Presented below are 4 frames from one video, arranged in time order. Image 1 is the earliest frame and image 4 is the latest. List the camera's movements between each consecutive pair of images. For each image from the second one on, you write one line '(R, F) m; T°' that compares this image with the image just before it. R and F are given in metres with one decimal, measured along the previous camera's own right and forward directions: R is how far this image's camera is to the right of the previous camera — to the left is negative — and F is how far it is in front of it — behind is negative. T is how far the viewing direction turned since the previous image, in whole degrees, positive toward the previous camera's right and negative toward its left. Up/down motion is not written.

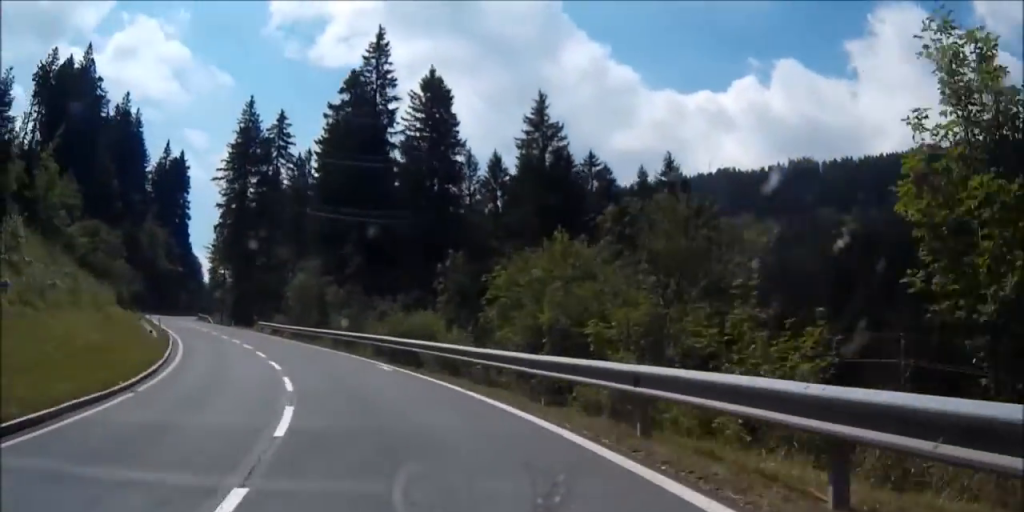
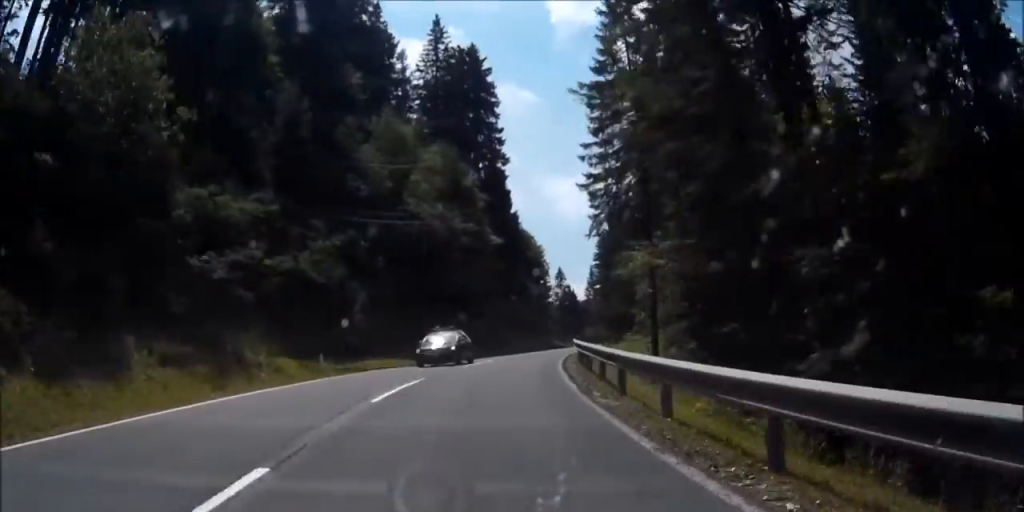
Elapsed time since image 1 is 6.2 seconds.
(-26.0, +81.8) m; -20°
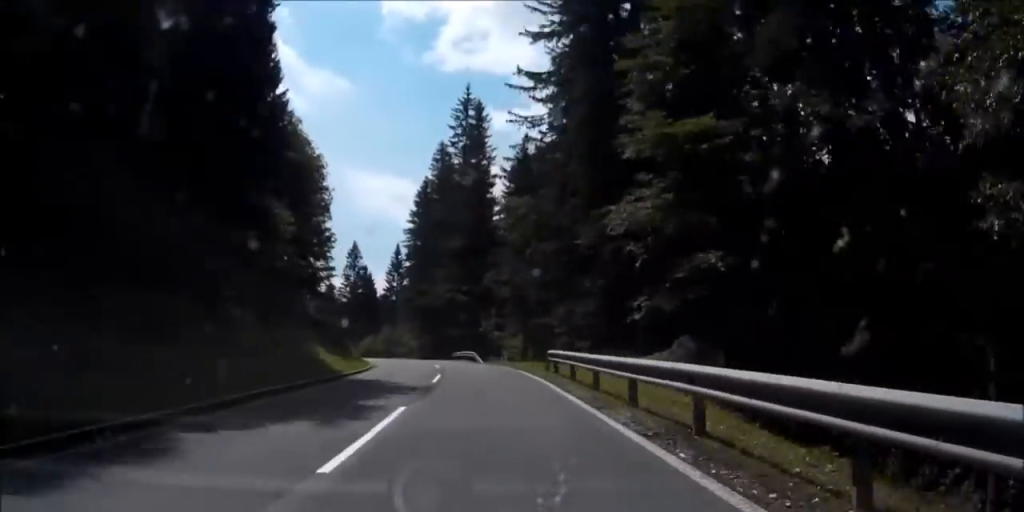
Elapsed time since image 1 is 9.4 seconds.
(+4.5, +49.1) m; +11°
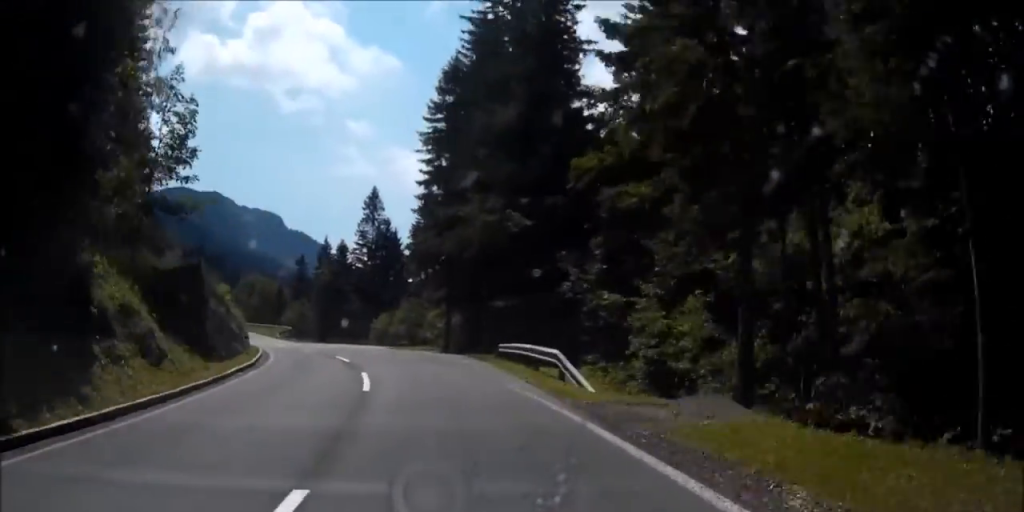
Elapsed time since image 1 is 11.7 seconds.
(+0.7, +36.4) m; -4°
